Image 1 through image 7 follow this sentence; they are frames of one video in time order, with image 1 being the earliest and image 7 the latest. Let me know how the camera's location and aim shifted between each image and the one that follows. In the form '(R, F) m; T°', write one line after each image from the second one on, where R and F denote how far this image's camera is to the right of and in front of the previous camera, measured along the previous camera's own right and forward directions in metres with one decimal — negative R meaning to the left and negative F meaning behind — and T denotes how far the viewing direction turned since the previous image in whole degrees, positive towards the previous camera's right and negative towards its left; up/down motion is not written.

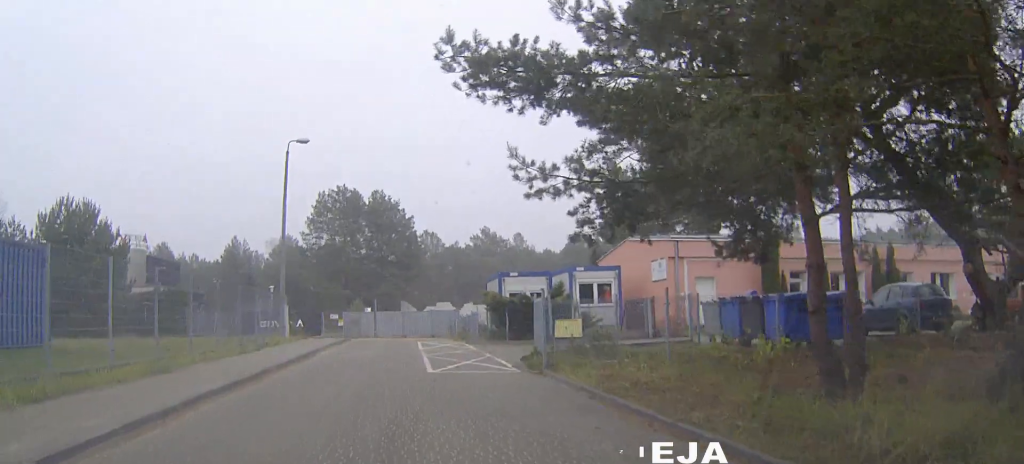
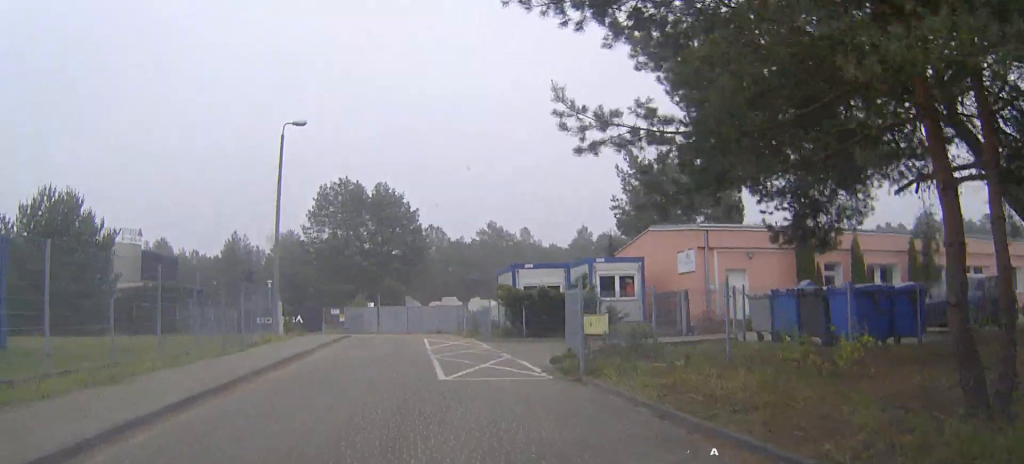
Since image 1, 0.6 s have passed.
(-0.1, +2.8) m; -1°
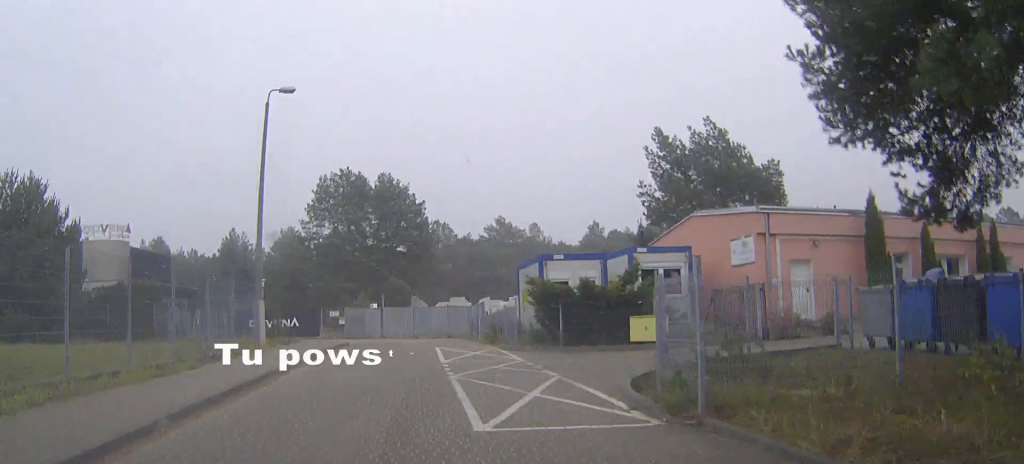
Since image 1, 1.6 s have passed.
(0.0, +4.8) m; 0°
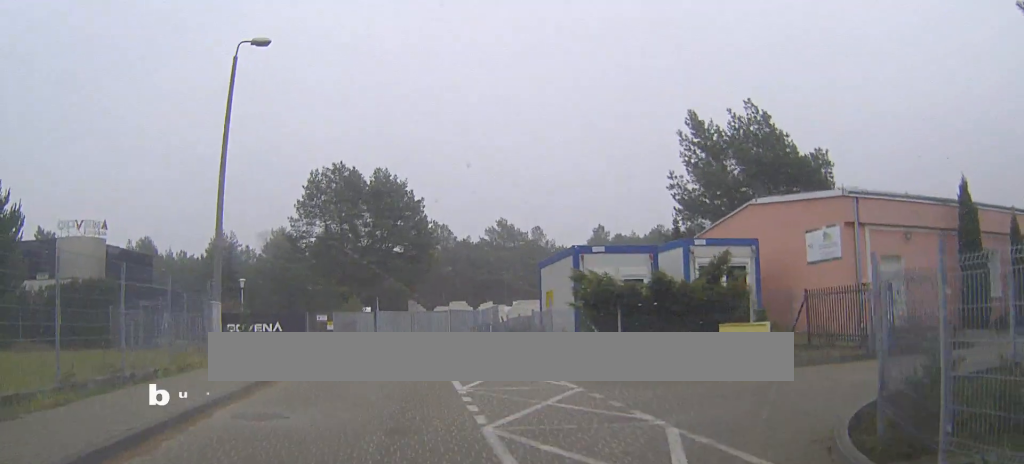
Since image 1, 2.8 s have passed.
(+0.1, +5.6) m; +1°
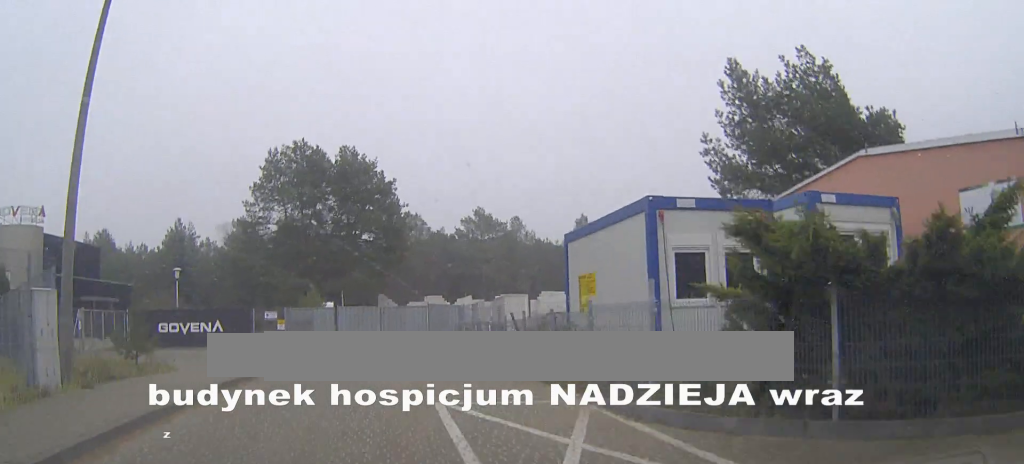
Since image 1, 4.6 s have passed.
(+0.2, +8.5) m; +2°
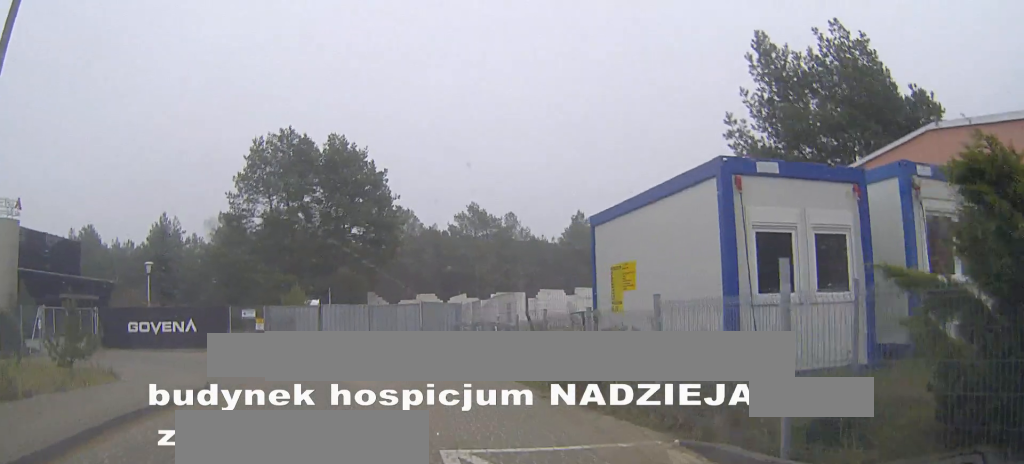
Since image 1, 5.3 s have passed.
(0.0, +3.2) m; 0°
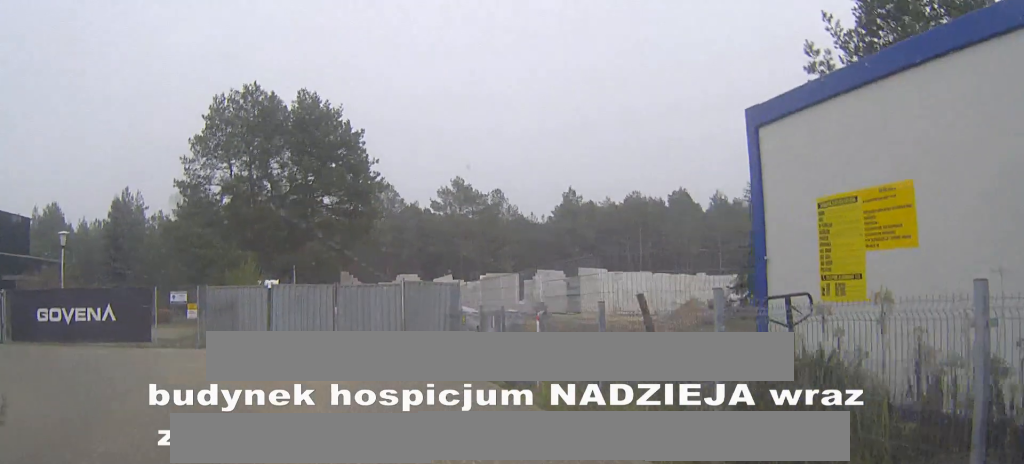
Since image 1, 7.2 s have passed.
(0.0, +7.9) m; +1°
